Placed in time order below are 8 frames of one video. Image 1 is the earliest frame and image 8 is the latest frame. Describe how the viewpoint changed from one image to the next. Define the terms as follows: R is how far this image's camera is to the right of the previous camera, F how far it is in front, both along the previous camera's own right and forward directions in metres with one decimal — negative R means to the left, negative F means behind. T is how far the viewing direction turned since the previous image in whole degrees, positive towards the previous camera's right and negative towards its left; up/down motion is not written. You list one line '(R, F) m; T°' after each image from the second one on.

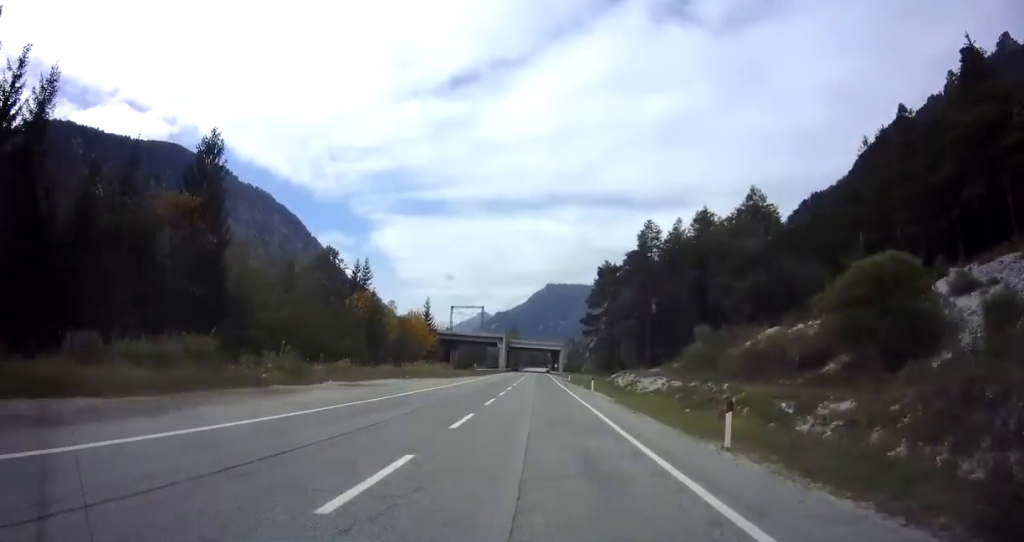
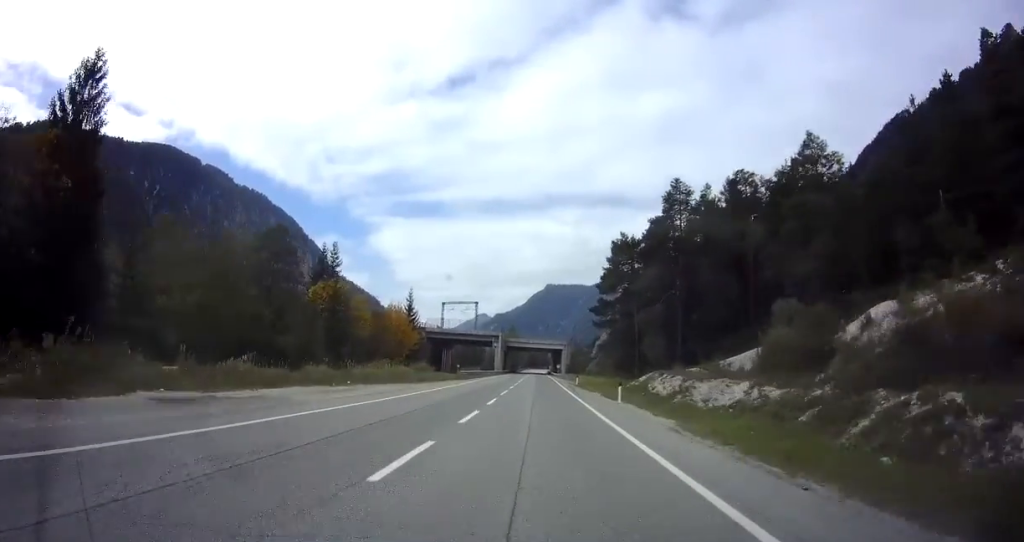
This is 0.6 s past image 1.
(-0.3, +14.6) m; -1°
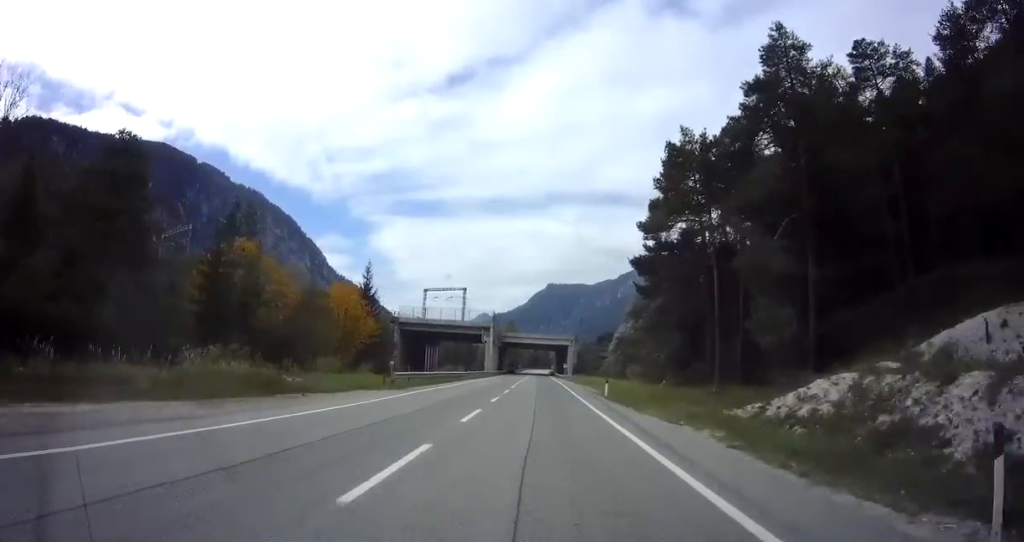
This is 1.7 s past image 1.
(-0.1, +23.7) m; 0°
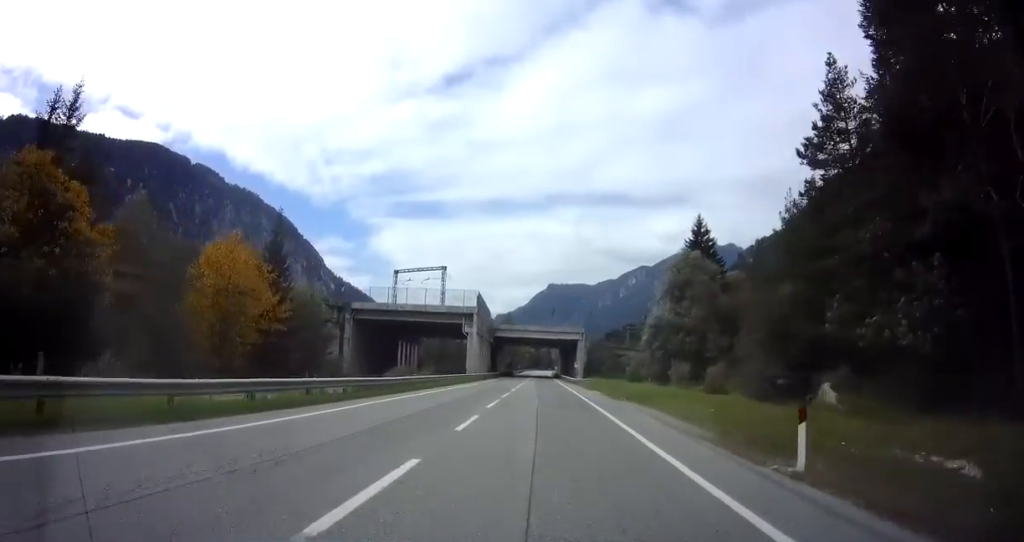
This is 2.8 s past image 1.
(0.0, +25.0) m; 0°
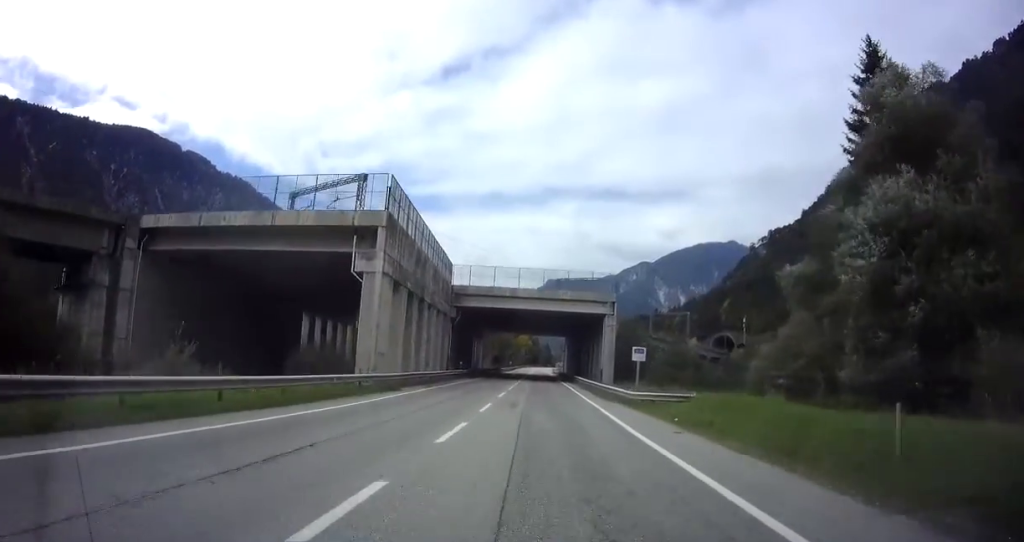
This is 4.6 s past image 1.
(0.0, +41.4) m; 0°
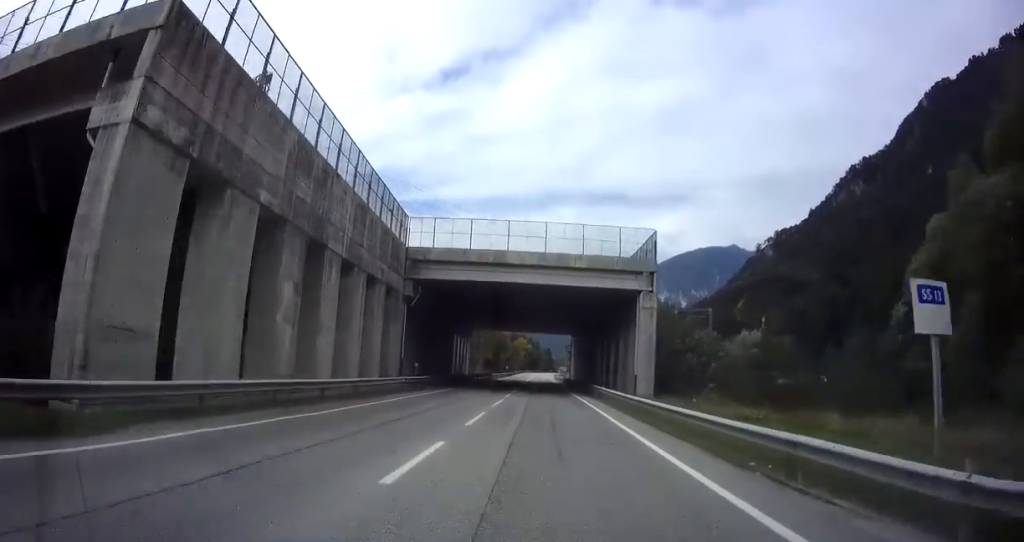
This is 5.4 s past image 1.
(0.0, +18.8) m; 0°
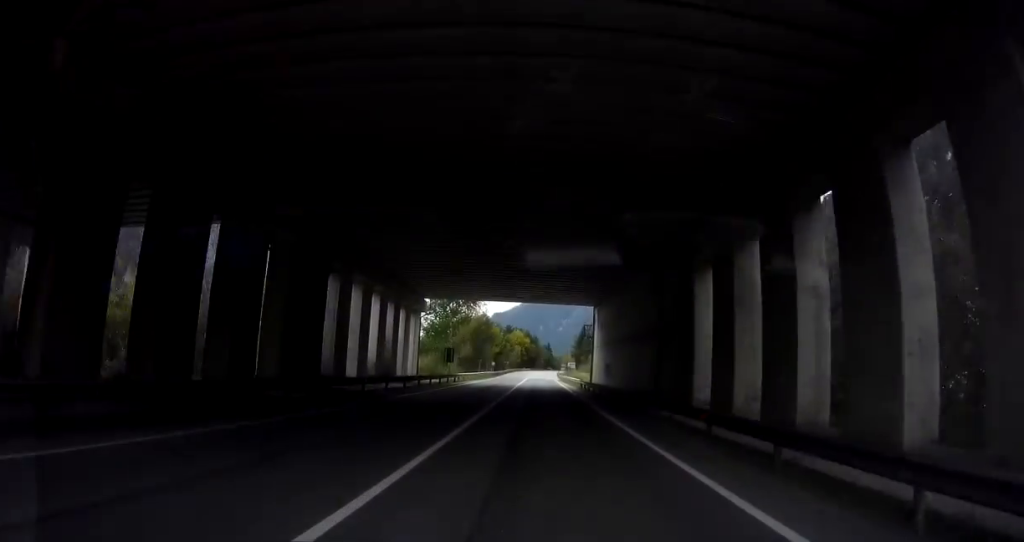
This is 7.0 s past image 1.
(+0.1, +34.1) m; +1°
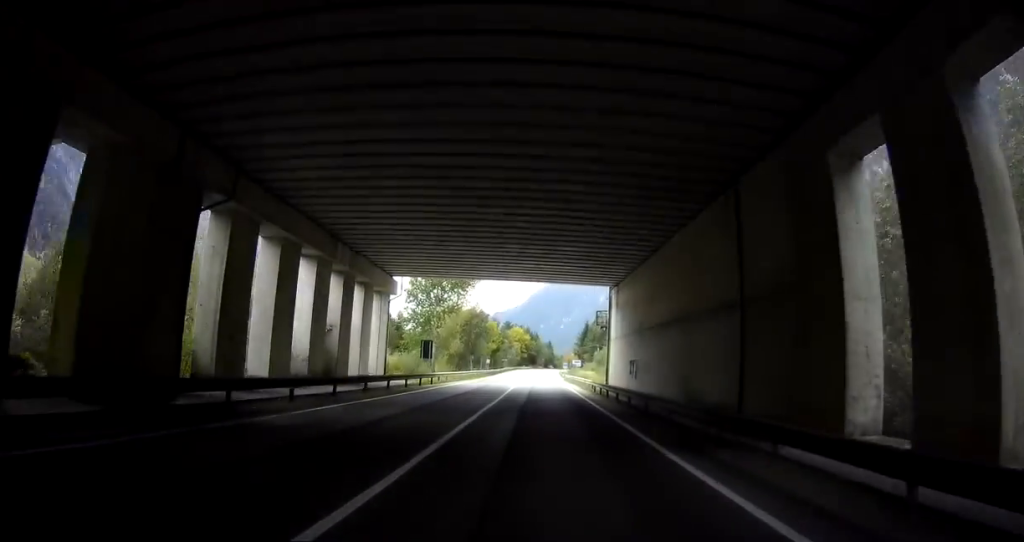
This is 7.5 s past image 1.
(+0.2, +11.0) m; 0°
